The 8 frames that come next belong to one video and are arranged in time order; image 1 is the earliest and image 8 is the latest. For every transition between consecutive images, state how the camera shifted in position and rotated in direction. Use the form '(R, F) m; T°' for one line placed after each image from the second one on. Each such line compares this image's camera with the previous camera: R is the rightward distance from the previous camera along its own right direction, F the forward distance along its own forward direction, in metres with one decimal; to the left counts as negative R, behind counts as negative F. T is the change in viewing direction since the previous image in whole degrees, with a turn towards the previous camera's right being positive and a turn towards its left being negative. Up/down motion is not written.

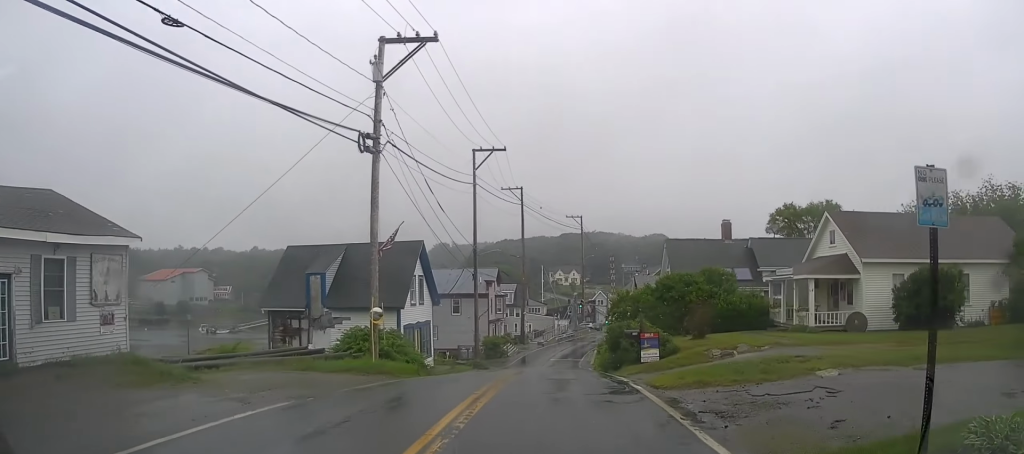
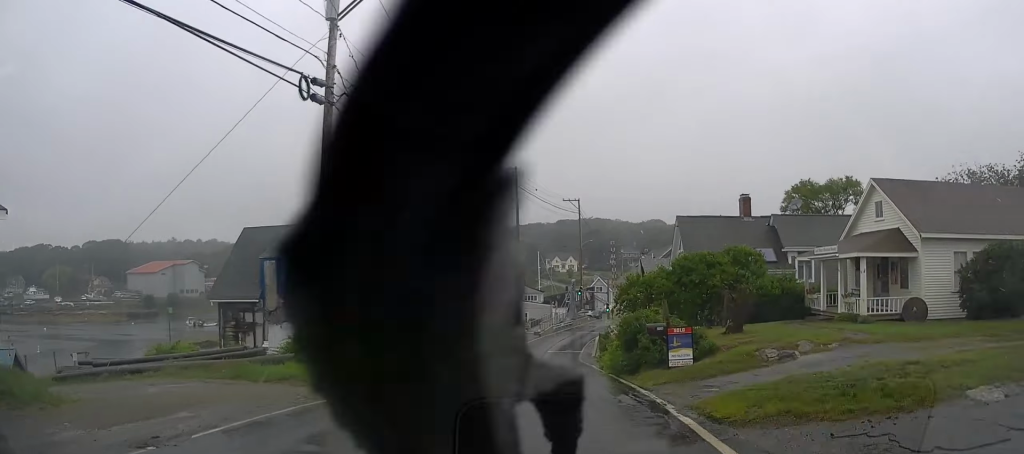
(0.0, +5.1) m; 0°
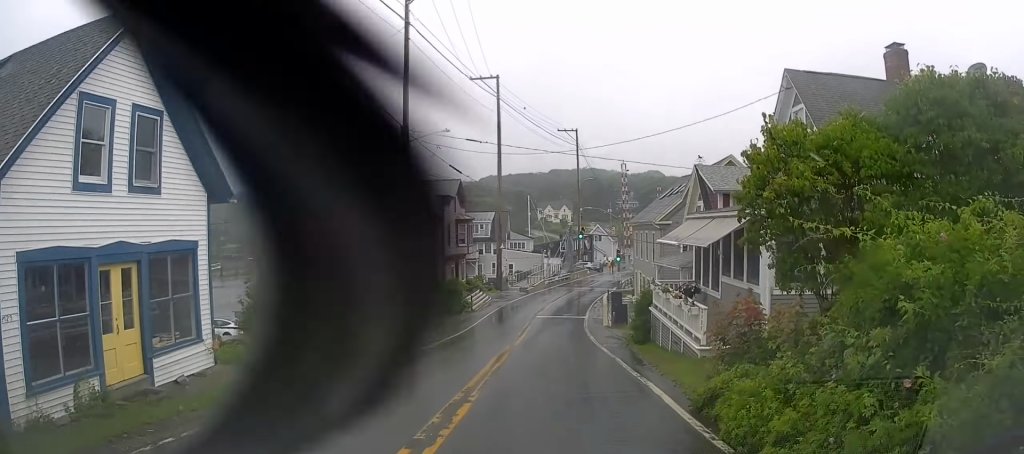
(0.0, +19.4) m; 0°
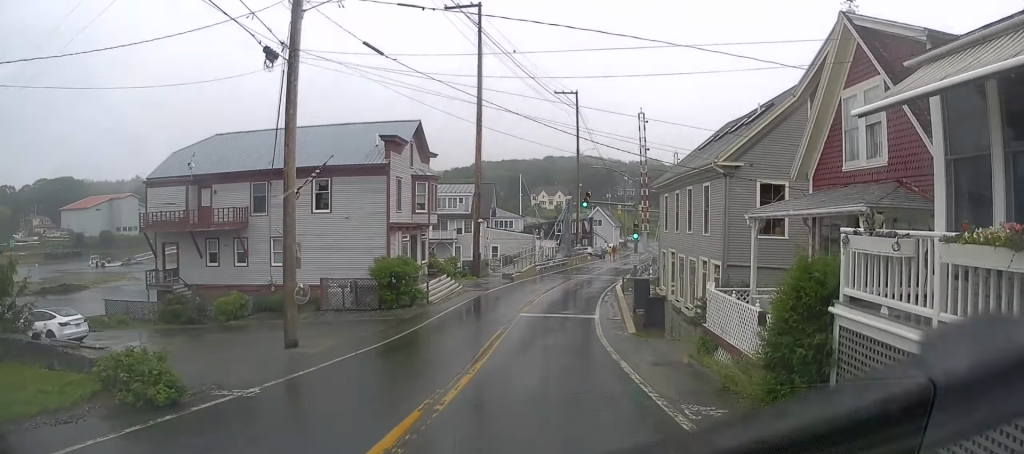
(-0.4, +14.9) m; -1°
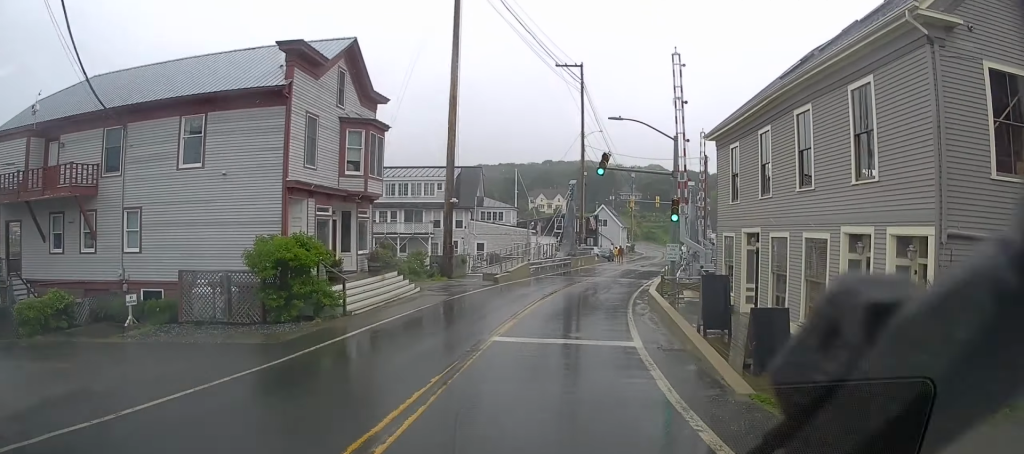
(+0.3, +13.2) m; +4°
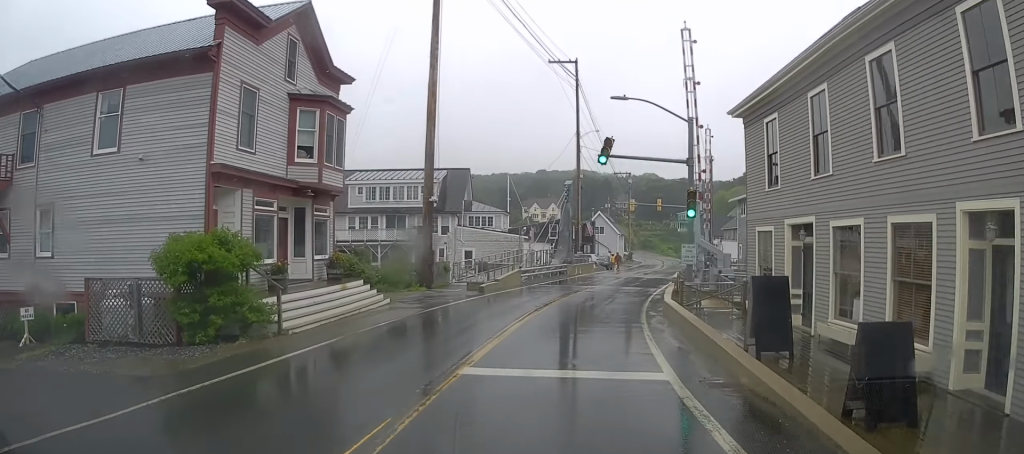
(+0.1, +4.5) m; +1°
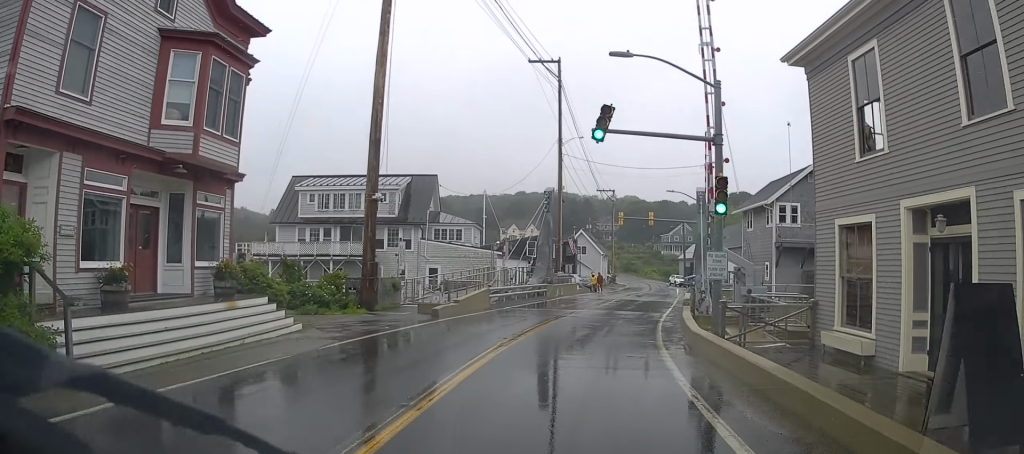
(+0.2, +6.7) m; +1°
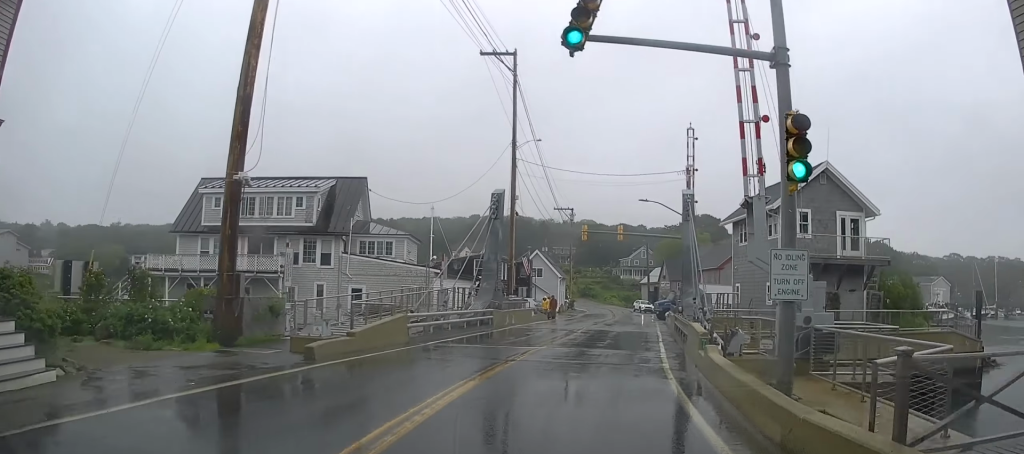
(0.0, +8.0) m; +1°
